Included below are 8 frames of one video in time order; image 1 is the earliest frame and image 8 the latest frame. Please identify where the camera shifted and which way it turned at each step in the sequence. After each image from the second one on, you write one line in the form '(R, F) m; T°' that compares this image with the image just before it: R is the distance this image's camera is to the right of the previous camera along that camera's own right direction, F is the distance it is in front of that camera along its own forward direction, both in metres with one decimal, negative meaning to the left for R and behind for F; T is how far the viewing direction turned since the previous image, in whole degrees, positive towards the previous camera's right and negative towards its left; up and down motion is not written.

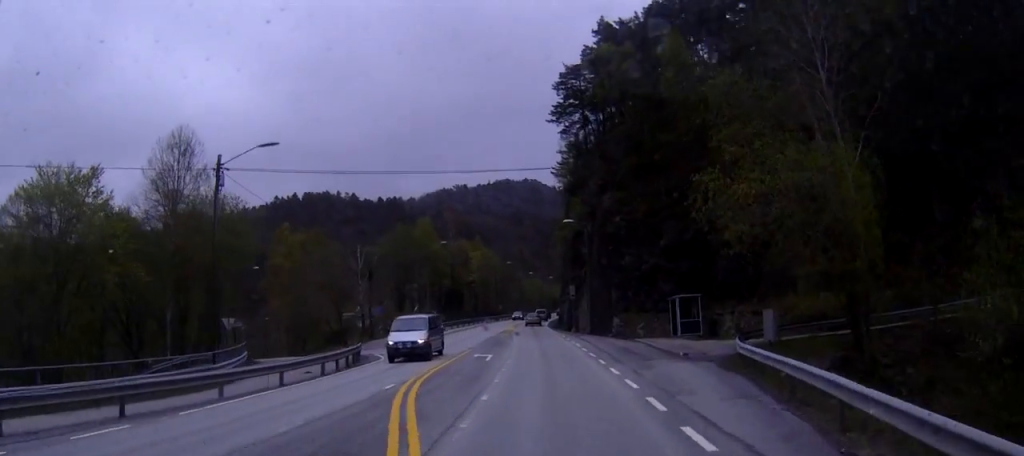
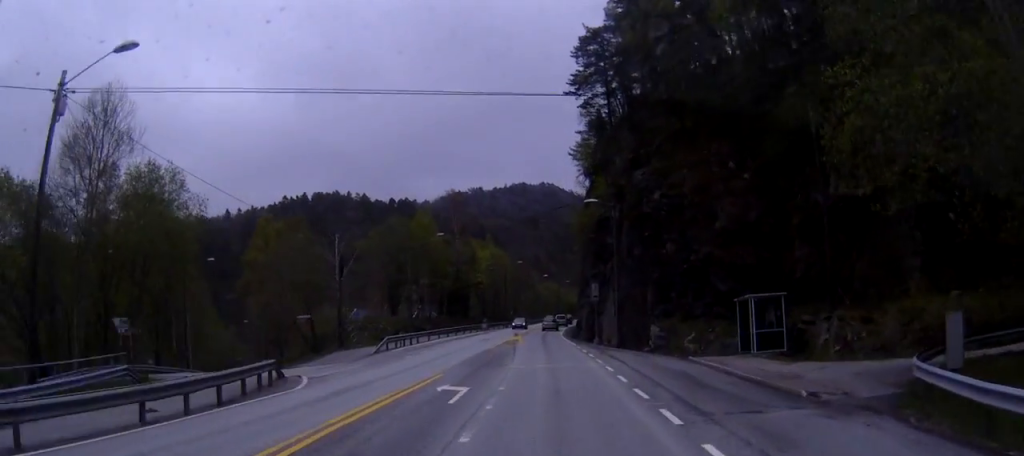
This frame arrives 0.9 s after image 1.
(-0.3, +13.3) m; -2°
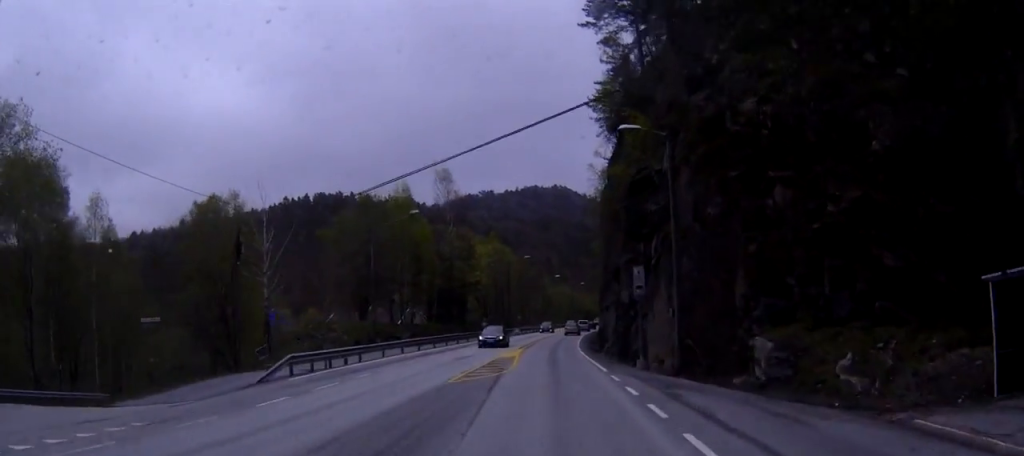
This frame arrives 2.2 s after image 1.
(-0.2, +19.3) m; -1°
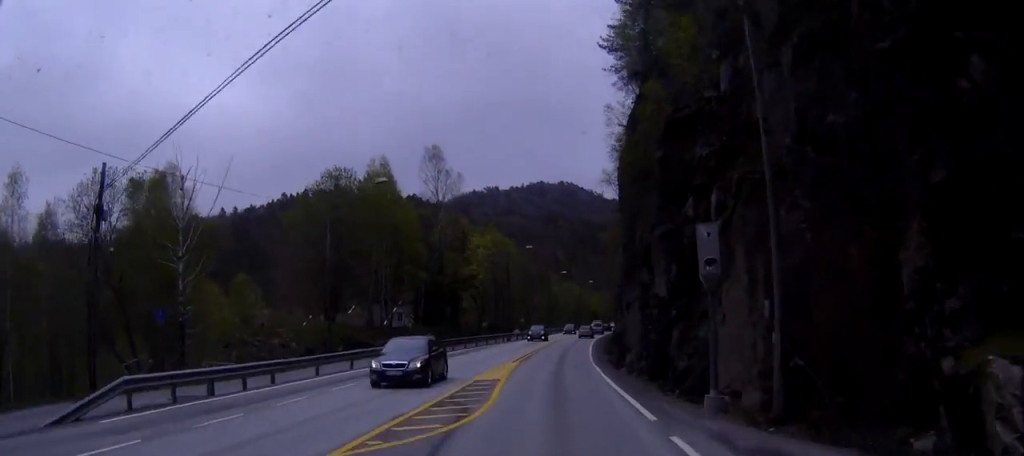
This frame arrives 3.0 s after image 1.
(0.0, +11.8) m; 0°
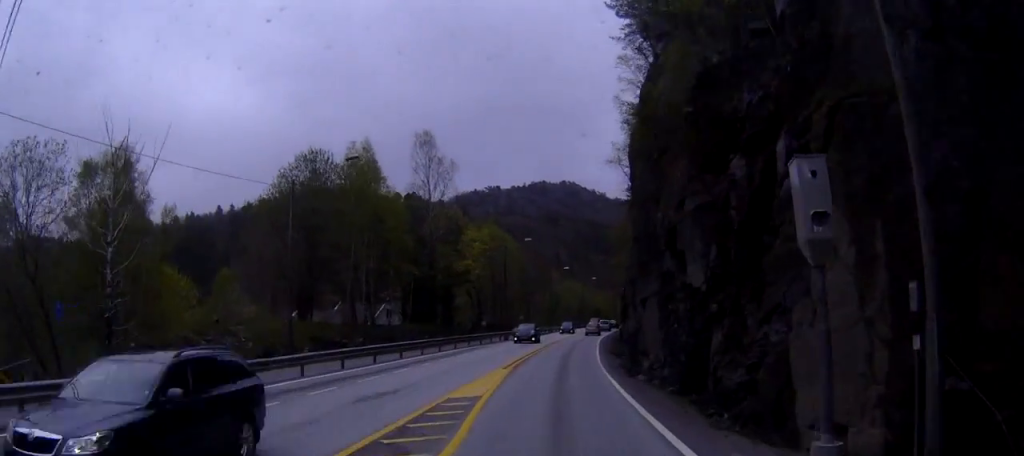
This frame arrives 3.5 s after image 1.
(0.0, +6.5) m; 0°
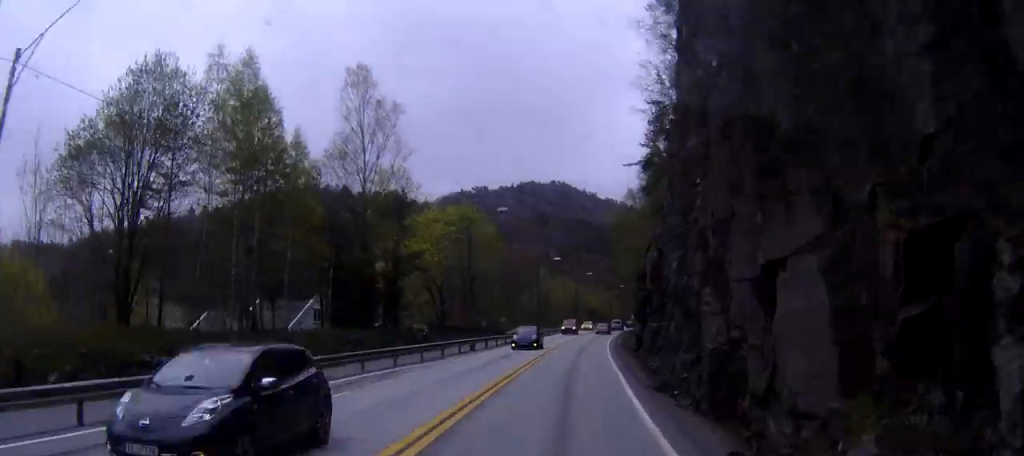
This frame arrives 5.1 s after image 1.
(+0.8, +21.5) m; +4°
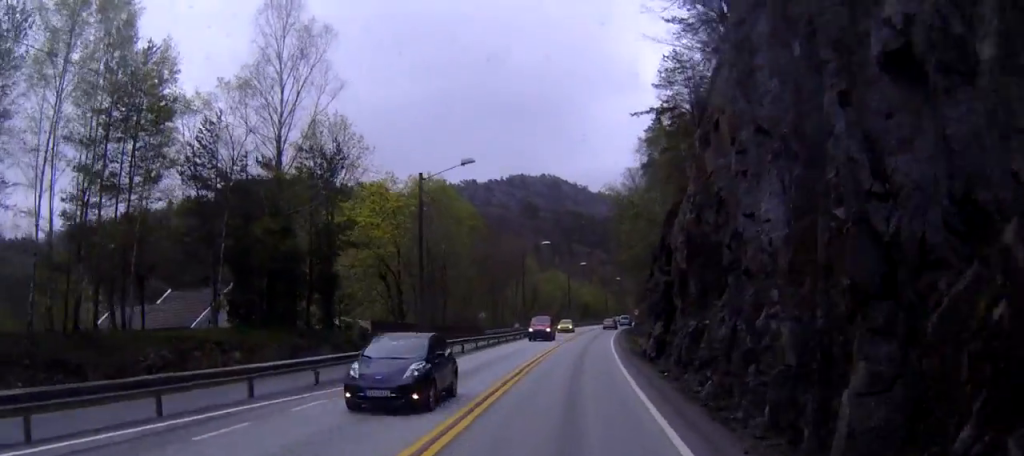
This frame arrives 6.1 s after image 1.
(+0.2, +14.1) m; +1°
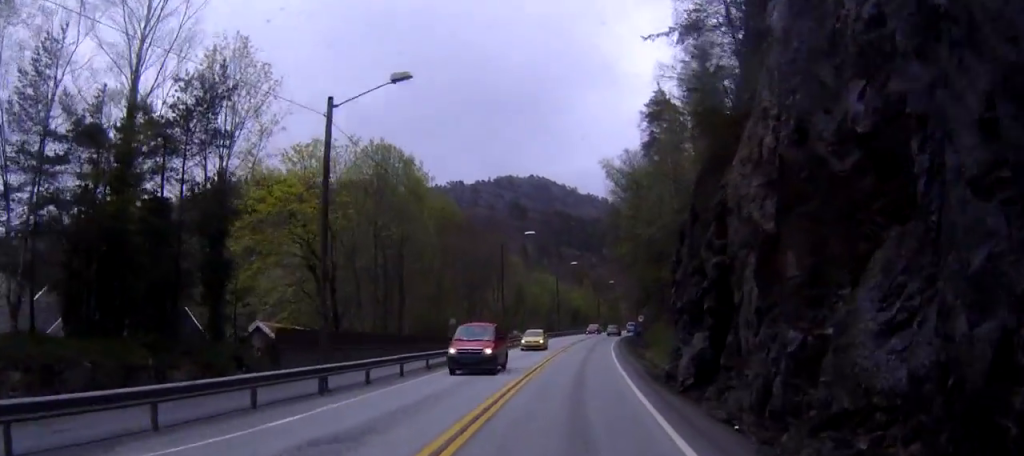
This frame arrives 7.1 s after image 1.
(-0.1, +12.8) m; 0°
